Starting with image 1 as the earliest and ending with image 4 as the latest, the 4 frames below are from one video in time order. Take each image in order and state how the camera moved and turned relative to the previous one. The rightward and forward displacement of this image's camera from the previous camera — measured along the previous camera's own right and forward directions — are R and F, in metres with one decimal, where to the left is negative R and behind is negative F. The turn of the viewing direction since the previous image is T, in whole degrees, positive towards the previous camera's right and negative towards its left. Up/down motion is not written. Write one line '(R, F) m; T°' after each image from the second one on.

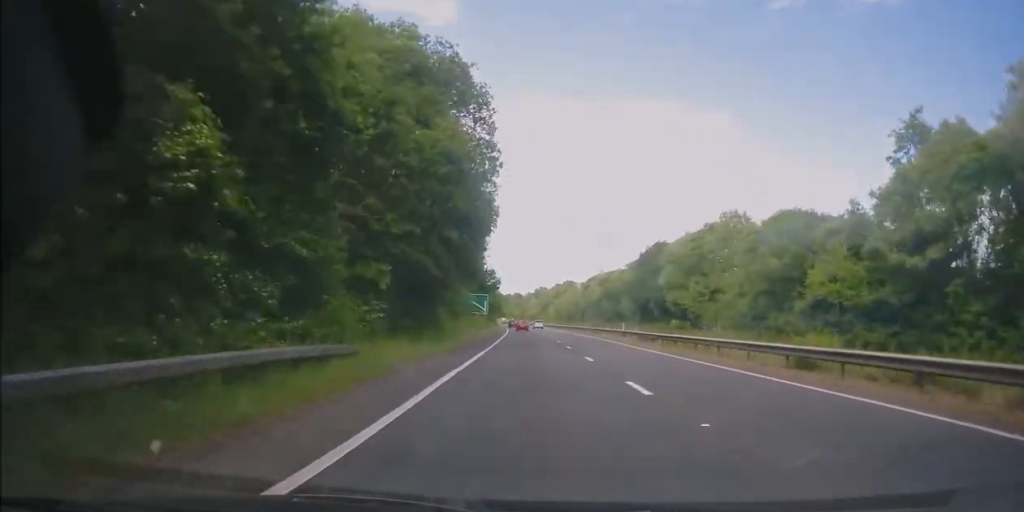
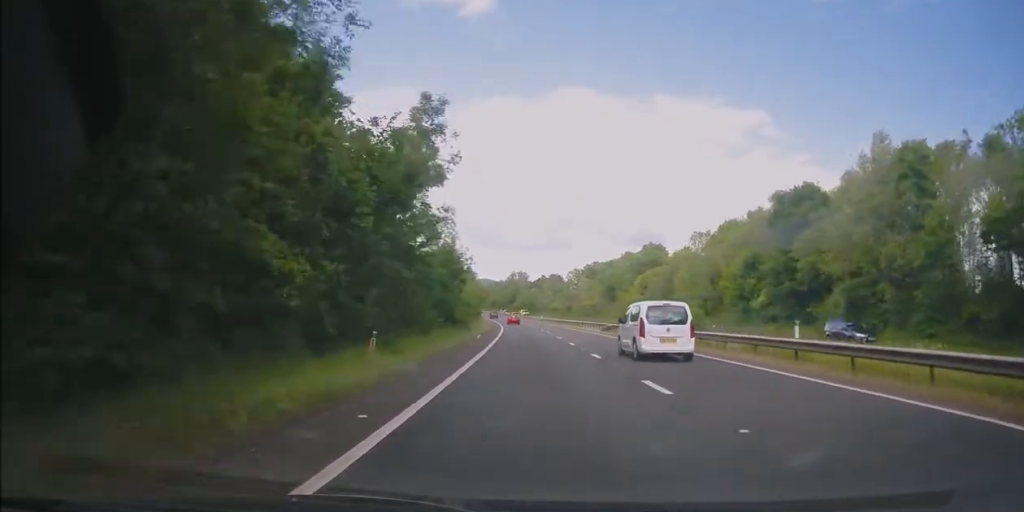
(-1.8, +125.8) m; -3°
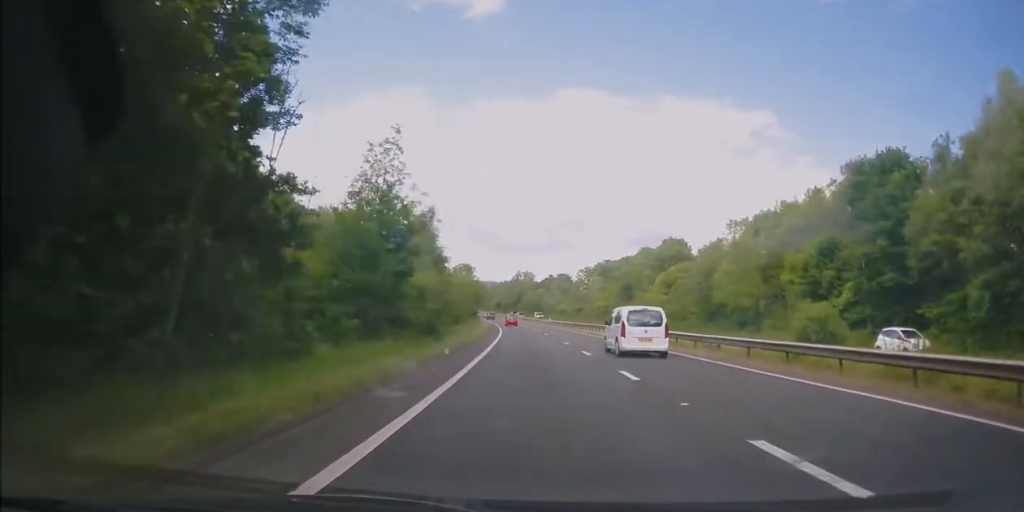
(-0.1, +15.1) m; -1°
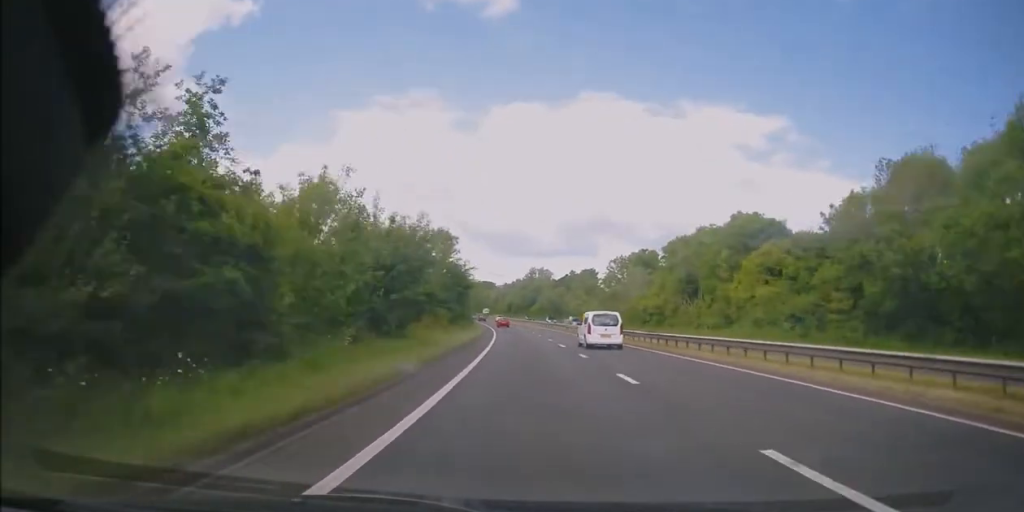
(-0.4, +36.4) m; -1°
